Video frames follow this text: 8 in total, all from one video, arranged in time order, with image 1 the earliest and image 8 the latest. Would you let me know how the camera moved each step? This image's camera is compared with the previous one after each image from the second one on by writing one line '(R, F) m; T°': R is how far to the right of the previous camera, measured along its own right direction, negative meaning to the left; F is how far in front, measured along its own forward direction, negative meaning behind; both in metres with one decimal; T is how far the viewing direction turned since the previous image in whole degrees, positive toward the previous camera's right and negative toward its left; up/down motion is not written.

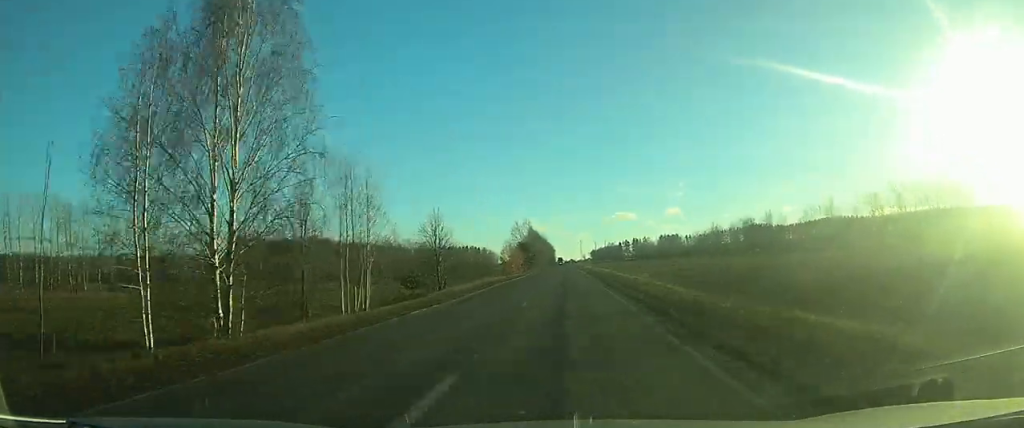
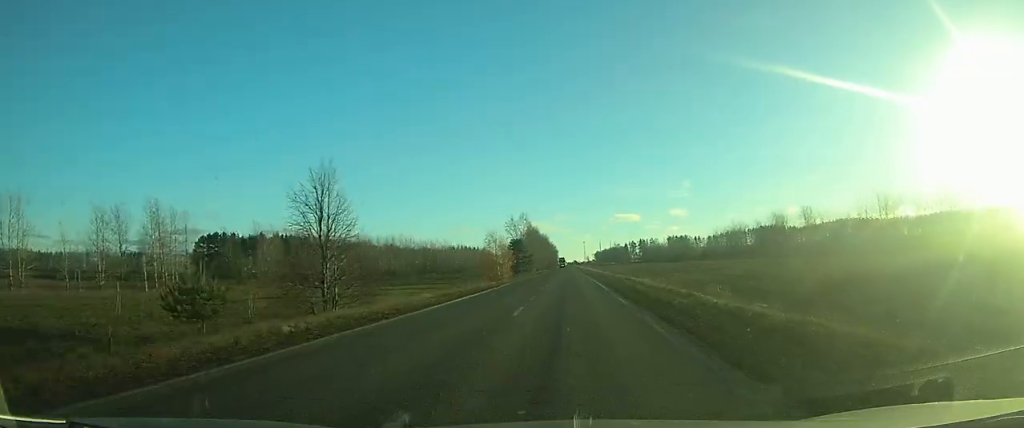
(0.0, +24.6) m; 0°
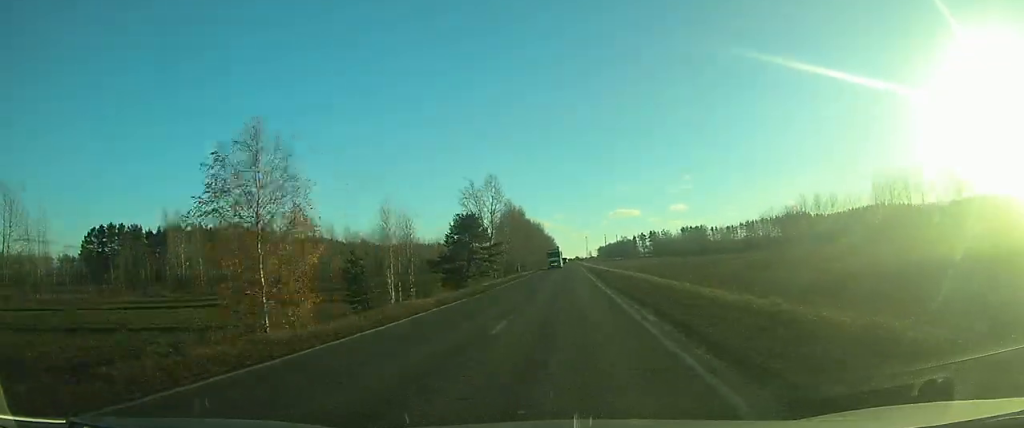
(-0.2, +62.2) m; 0°
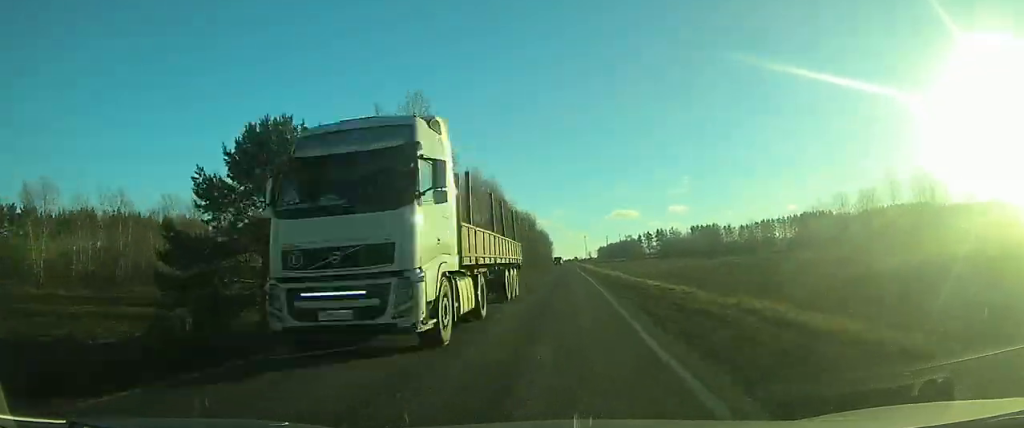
(+0.1, +46.0) m; 0°
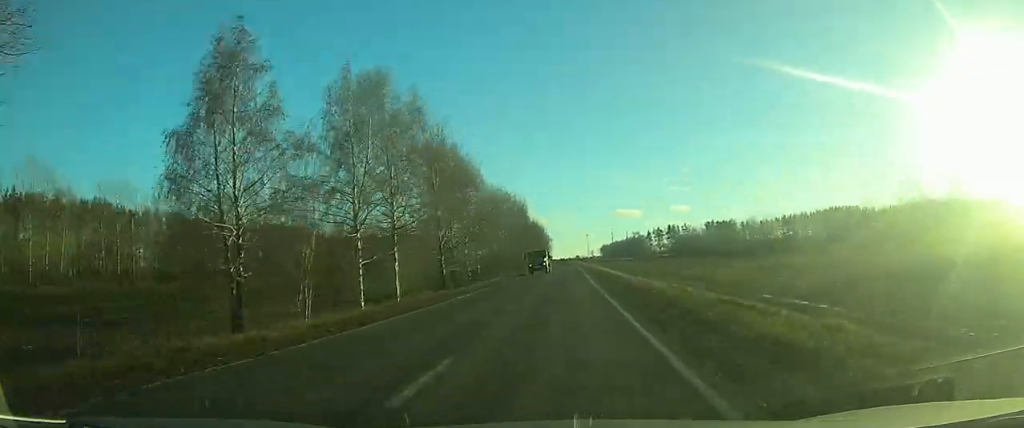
(-0.1, +43.5) m; 0°
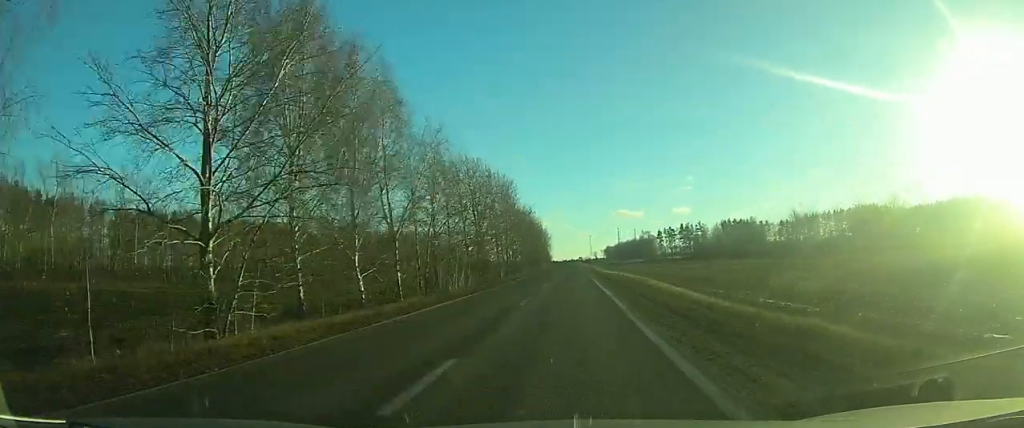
(0.0, +34.6) m; 0°
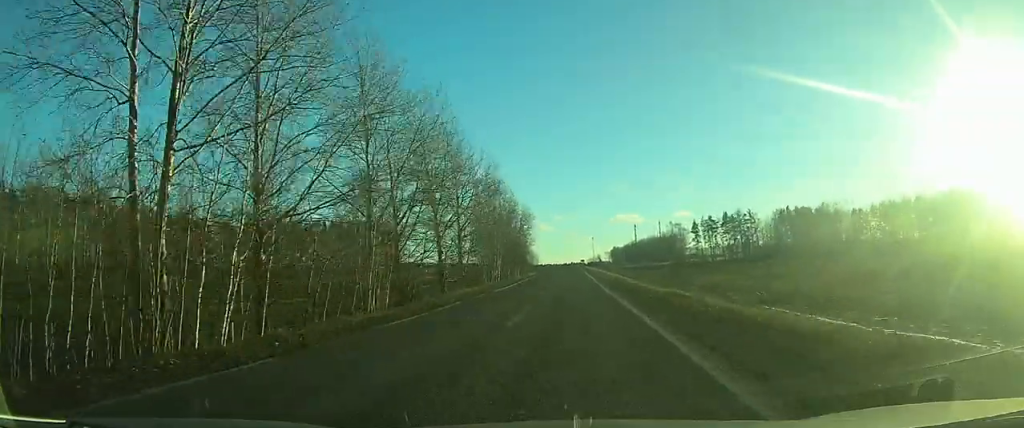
(+0.2, +97.2) m; 0°
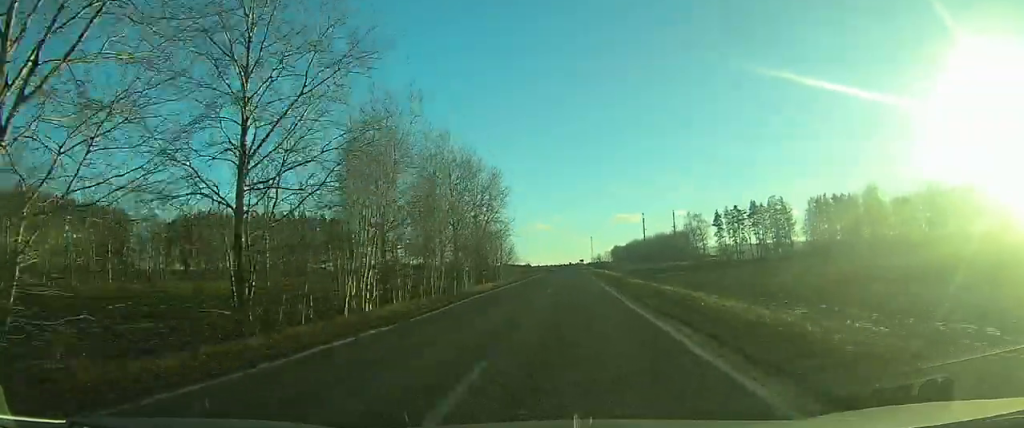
(+0.1, +42.9) m; 0°
